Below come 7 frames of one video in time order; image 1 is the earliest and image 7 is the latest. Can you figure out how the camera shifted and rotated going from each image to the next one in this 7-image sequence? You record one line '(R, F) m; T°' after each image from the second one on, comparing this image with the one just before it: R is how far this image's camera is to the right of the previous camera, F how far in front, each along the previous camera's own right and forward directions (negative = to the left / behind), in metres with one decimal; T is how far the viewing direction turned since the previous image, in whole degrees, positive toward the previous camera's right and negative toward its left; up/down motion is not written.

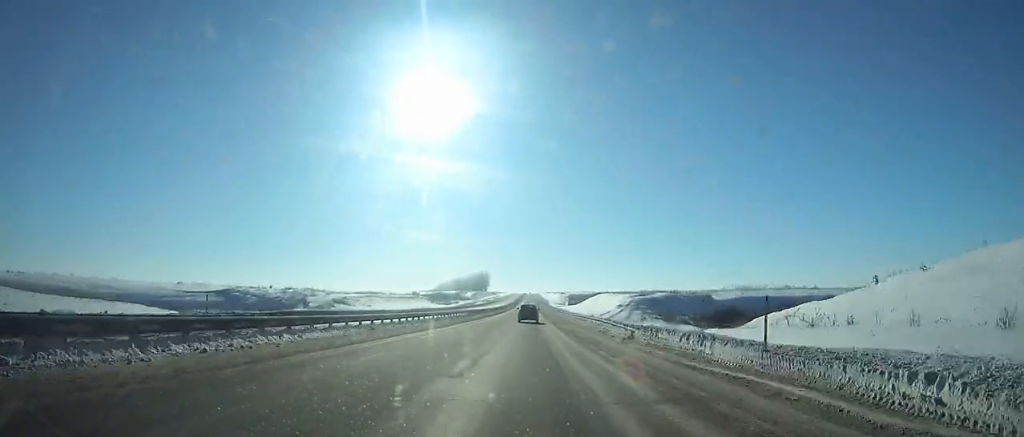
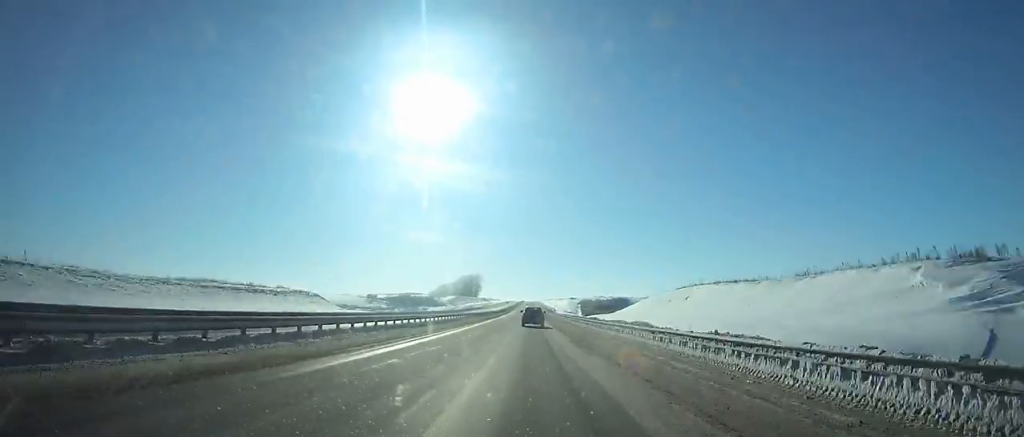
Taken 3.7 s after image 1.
(-0.1, +101.9) m; 0°
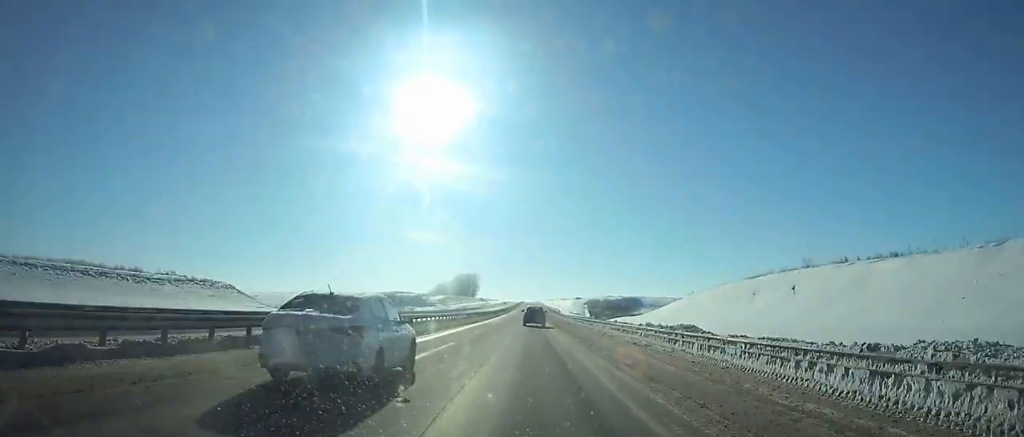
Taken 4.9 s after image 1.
(0.0, +32.0) m; 0°
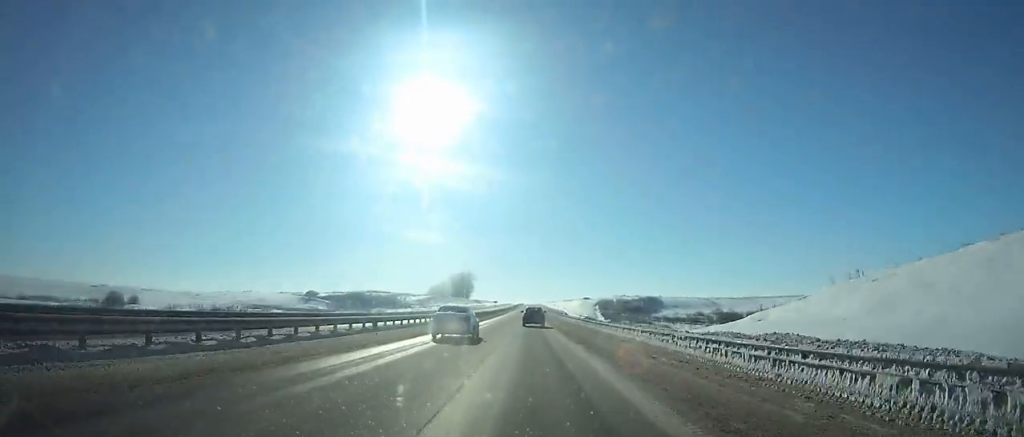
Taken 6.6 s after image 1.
(0.0, +45.1) m; 0°
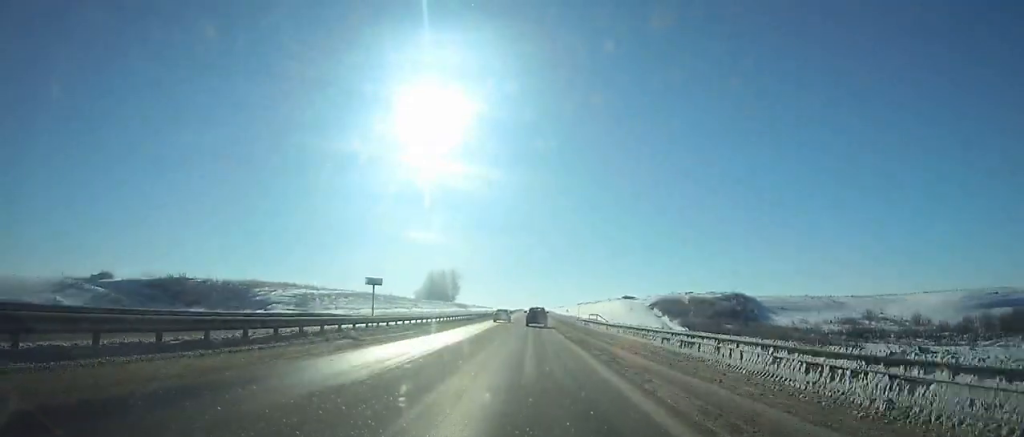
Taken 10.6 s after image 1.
(-0.1, +104.0) m; 0°
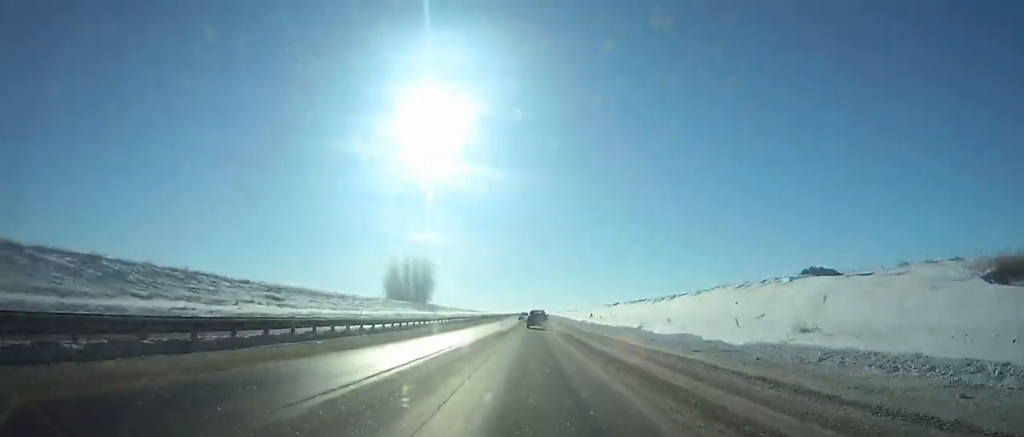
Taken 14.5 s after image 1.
(+0.1, +100.4) m; 0°
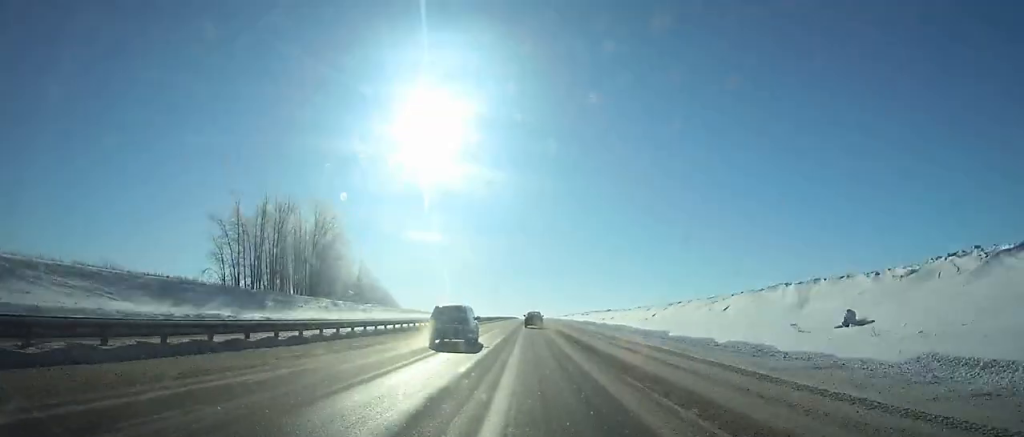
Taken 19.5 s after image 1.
(0.0, +129.0) m; 0°
